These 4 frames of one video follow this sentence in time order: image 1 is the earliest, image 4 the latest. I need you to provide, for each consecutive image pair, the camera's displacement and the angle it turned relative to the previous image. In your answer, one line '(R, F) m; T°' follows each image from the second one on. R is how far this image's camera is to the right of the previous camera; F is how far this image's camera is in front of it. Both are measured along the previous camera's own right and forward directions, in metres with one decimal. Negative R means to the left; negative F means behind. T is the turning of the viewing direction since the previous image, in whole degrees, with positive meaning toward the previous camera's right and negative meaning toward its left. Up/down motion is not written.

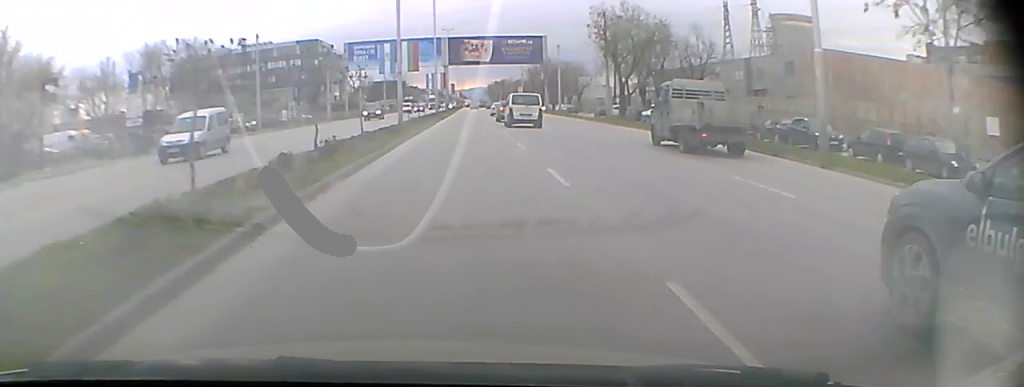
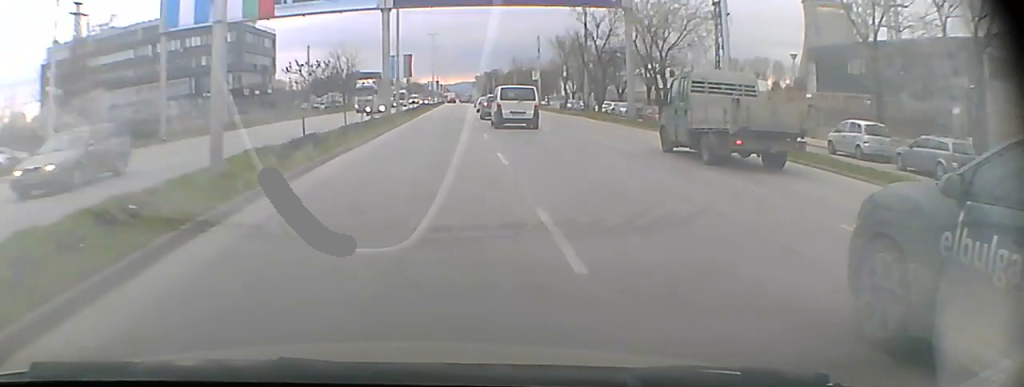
(+0.2, +60.3) m; 0°
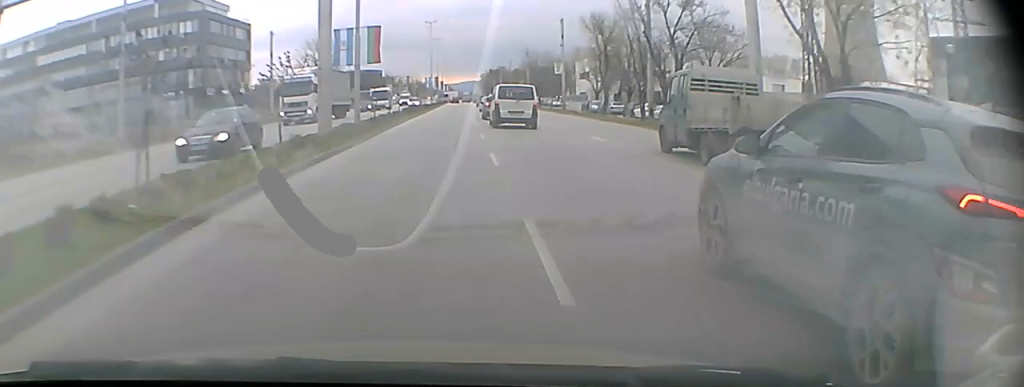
(0.0, +19.6) m; 0°
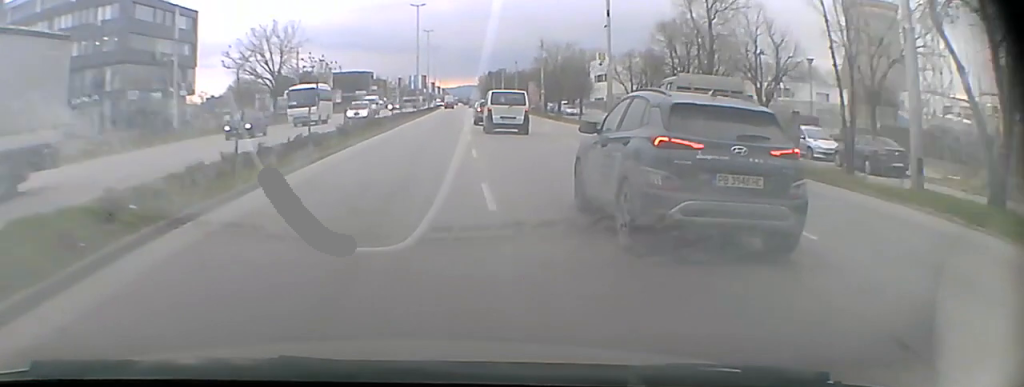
(0.0, +24.5) m; 0°
